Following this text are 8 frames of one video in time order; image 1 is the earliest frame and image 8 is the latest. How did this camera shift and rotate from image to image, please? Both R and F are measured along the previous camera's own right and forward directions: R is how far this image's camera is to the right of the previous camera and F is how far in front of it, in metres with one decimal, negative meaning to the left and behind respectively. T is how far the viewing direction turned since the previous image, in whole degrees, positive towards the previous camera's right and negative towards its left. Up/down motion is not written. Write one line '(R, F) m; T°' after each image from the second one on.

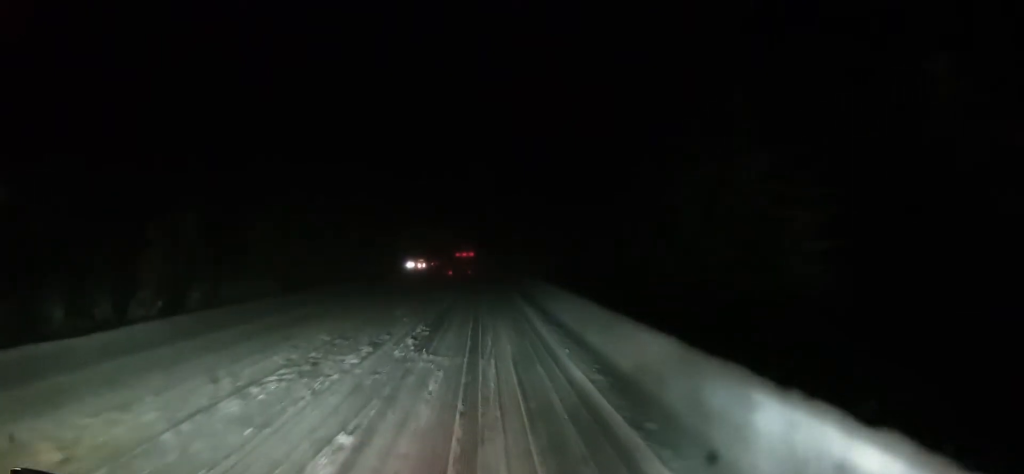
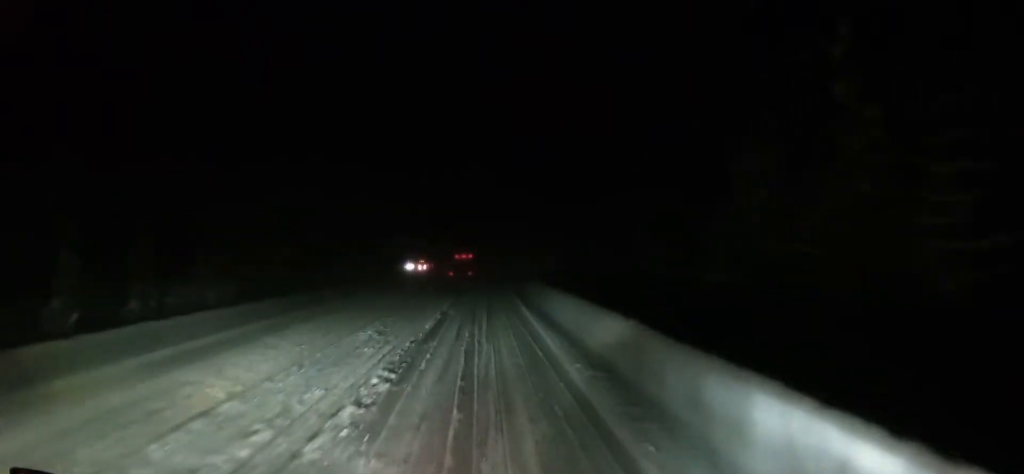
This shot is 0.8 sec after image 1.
(+0.5, +8.5) m; 0°
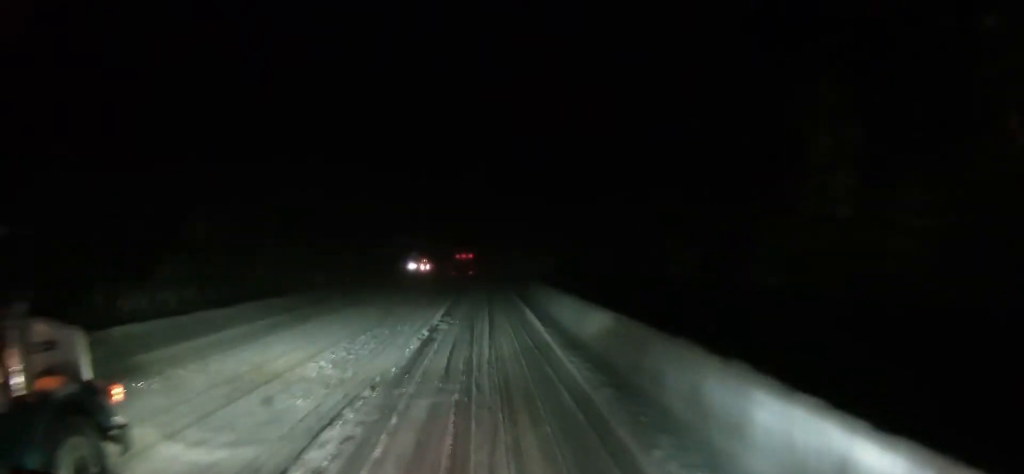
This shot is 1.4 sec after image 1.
(-0.2, +6.7) m; -1°
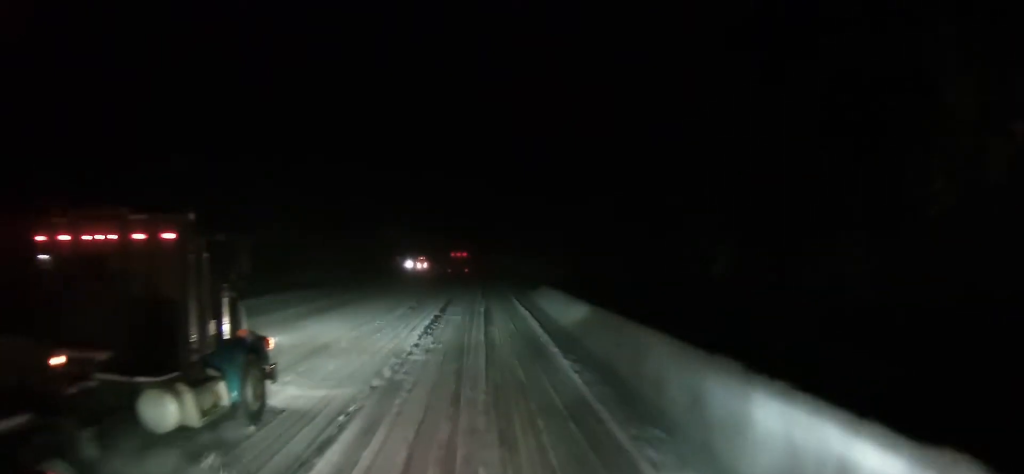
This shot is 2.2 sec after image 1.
(-0.2, +7.8) m; -1°
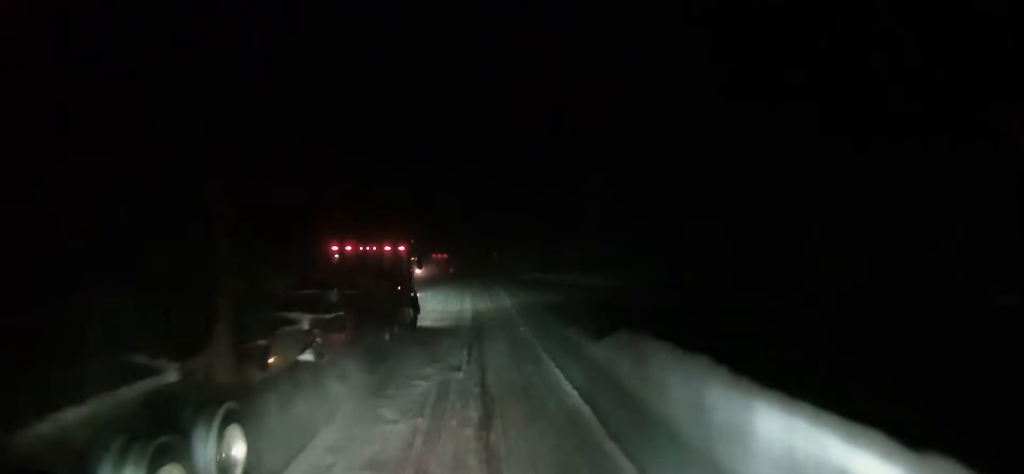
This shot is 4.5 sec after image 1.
(-0.3, +25.1) m; -1°
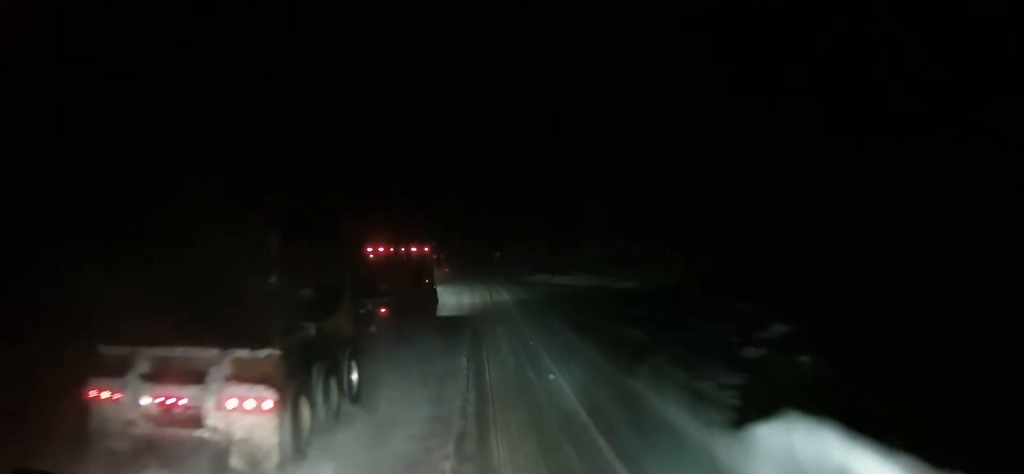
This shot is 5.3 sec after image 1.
(+0.1, +9.2) m; +1°
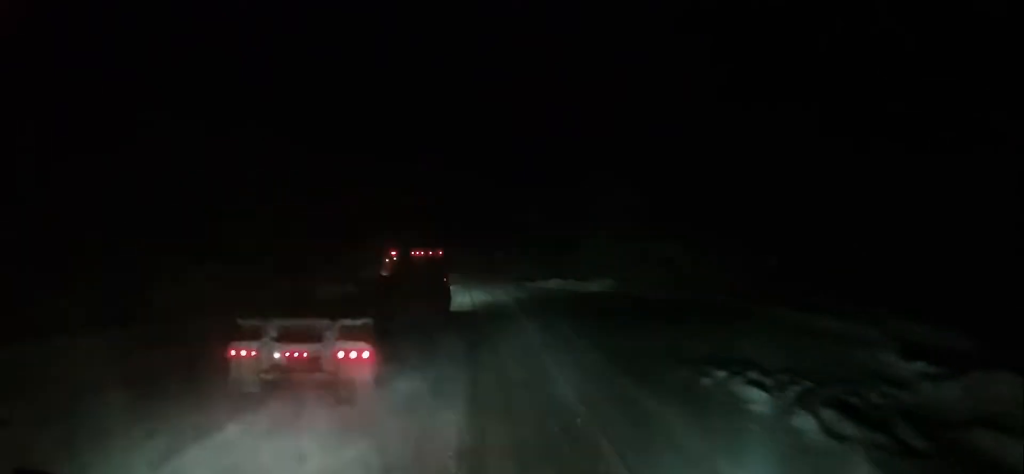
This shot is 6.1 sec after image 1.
(+0.1, +9.0) m; +1°
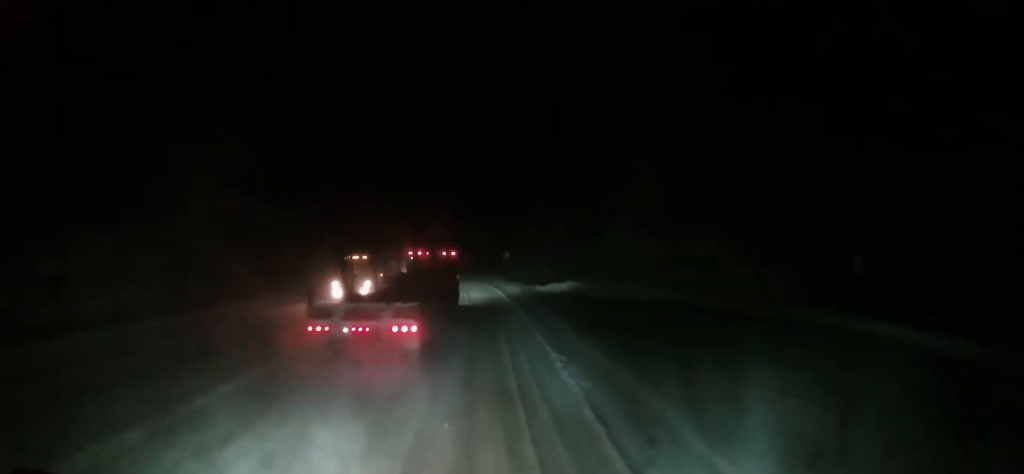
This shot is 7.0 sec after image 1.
(0.0, +9.4) m; -1°
